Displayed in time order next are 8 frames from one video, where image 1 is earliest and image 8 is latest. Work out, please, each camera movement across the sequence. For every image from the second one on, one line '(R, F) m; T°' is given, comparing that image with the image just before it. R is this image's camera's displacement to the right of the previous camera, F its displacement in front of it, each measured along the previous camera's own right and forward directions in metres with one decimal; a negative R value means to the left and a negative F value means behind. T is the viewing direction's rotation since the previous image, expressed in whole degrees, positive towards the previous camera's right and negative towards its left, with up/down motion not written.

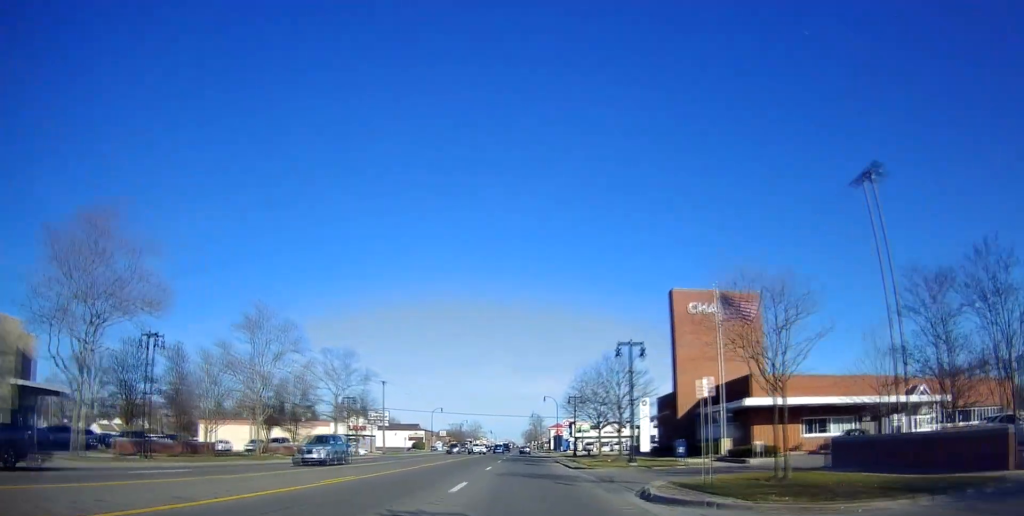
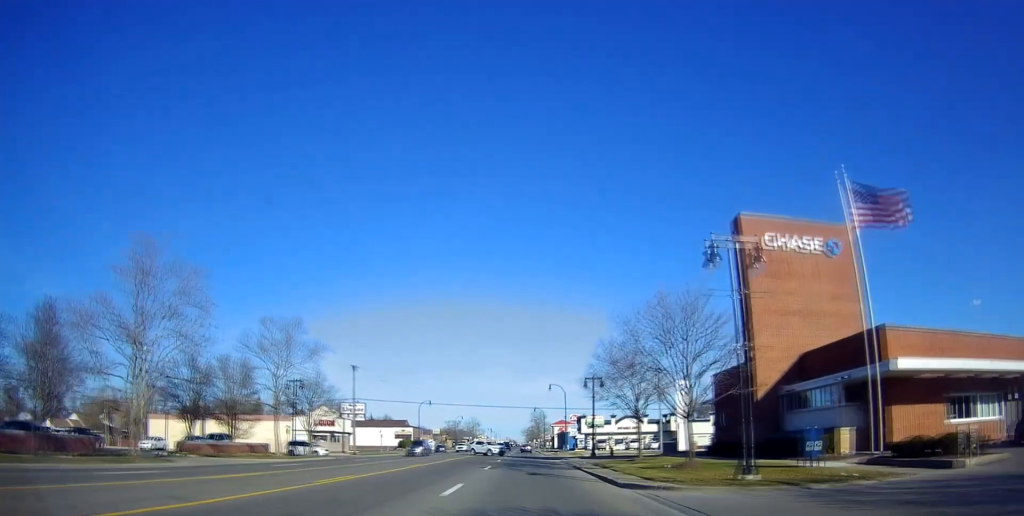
(+0.3, +16.8) m; +2°
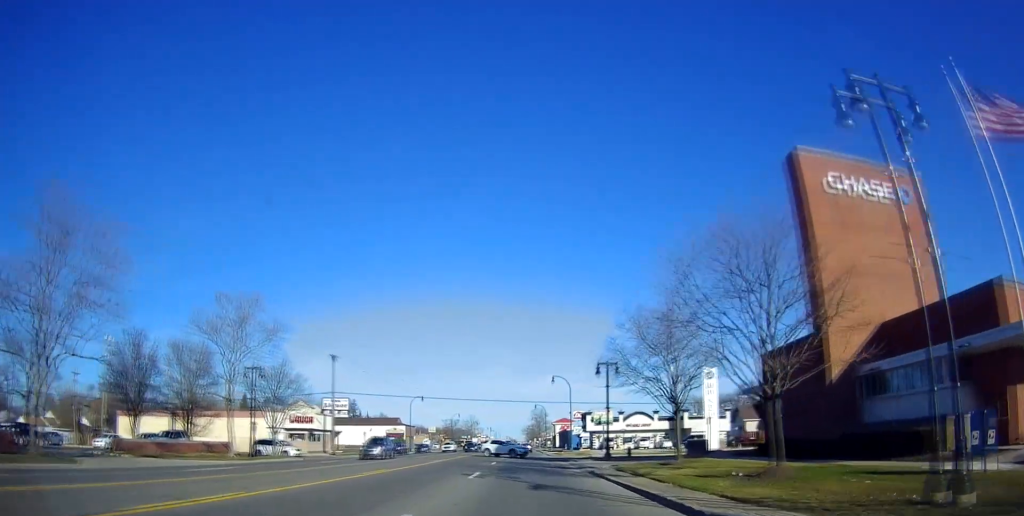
(+0.3, +8.8) m; +2°
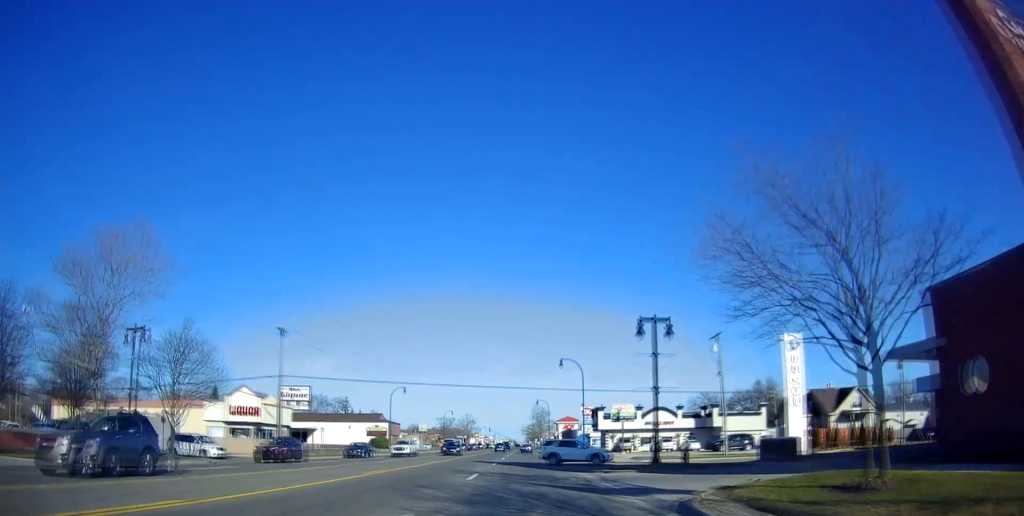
(0.0, +16.3) m; -1°
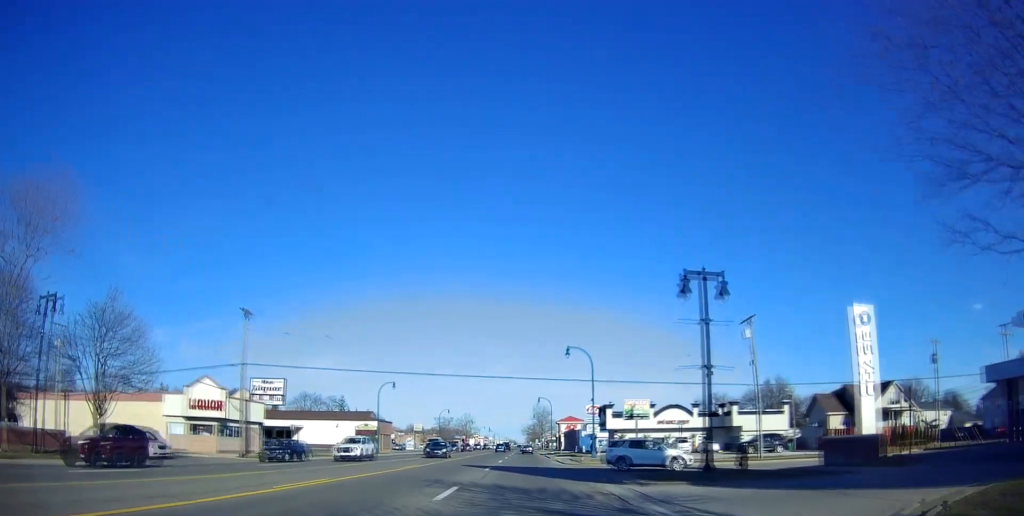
(-0.1, +8.0) m; 0°
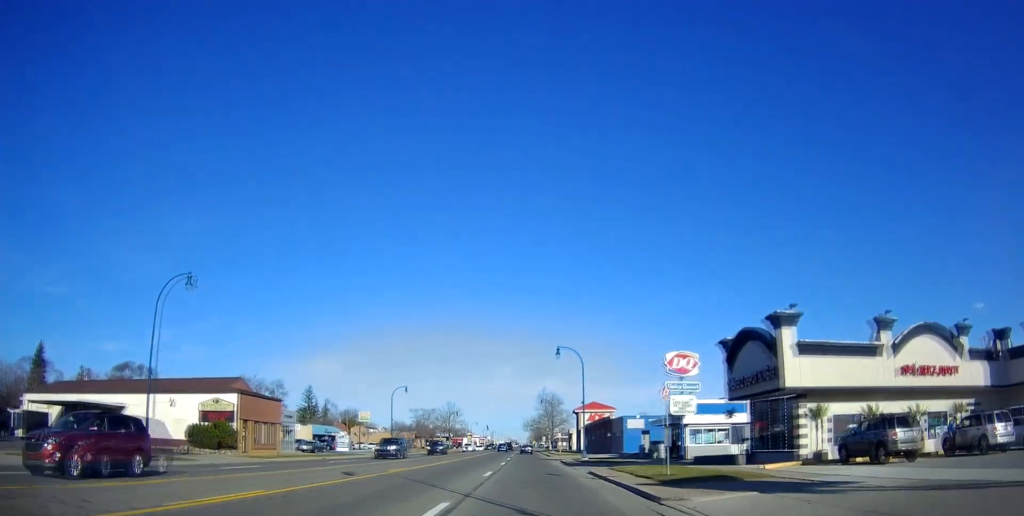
(-0.5, +51.4) m; -2°
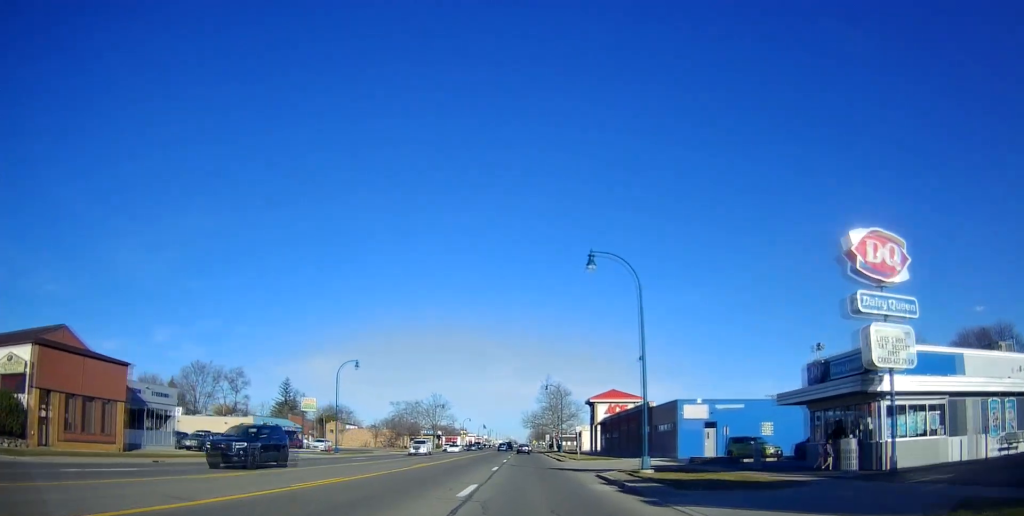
(0.0, +25.2) m; +1°
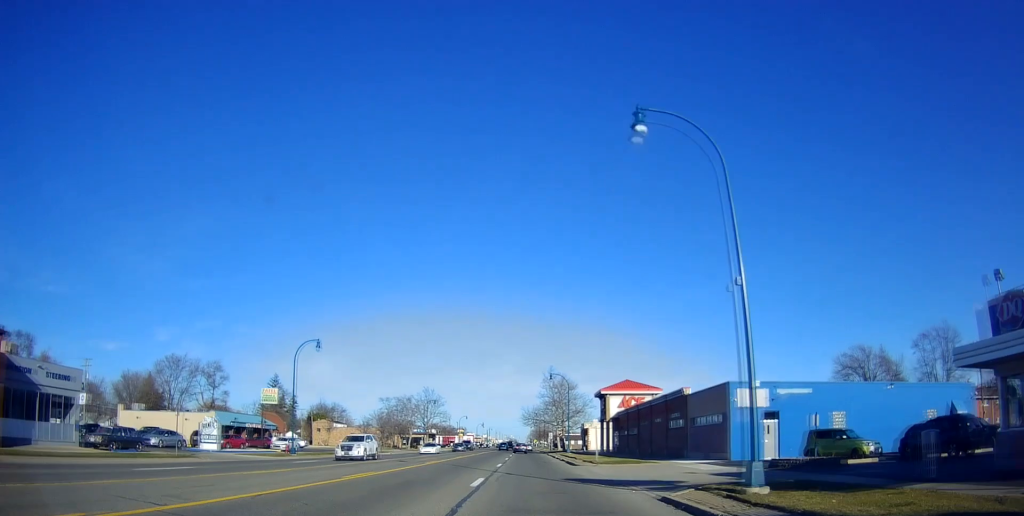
(0.0, +11.7) m; +1°
